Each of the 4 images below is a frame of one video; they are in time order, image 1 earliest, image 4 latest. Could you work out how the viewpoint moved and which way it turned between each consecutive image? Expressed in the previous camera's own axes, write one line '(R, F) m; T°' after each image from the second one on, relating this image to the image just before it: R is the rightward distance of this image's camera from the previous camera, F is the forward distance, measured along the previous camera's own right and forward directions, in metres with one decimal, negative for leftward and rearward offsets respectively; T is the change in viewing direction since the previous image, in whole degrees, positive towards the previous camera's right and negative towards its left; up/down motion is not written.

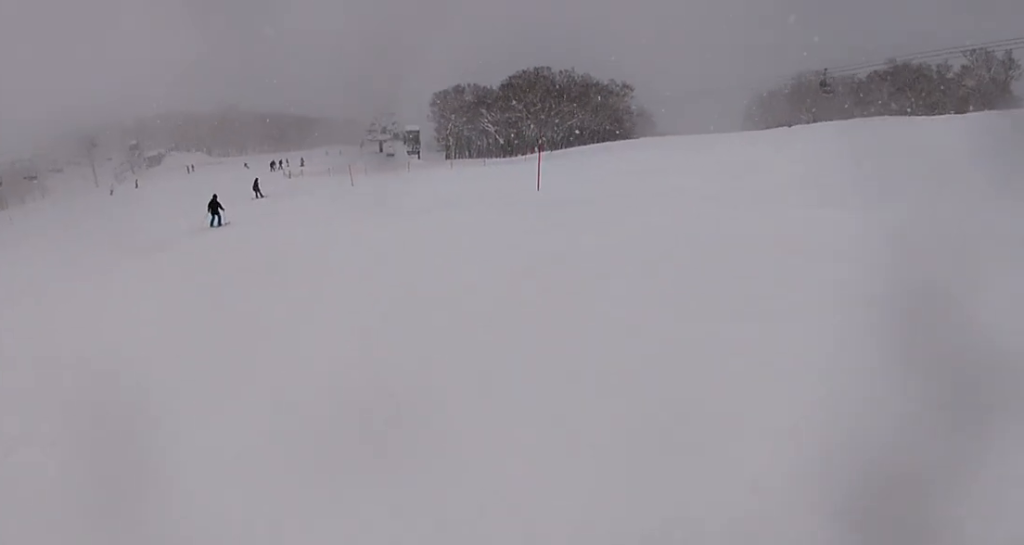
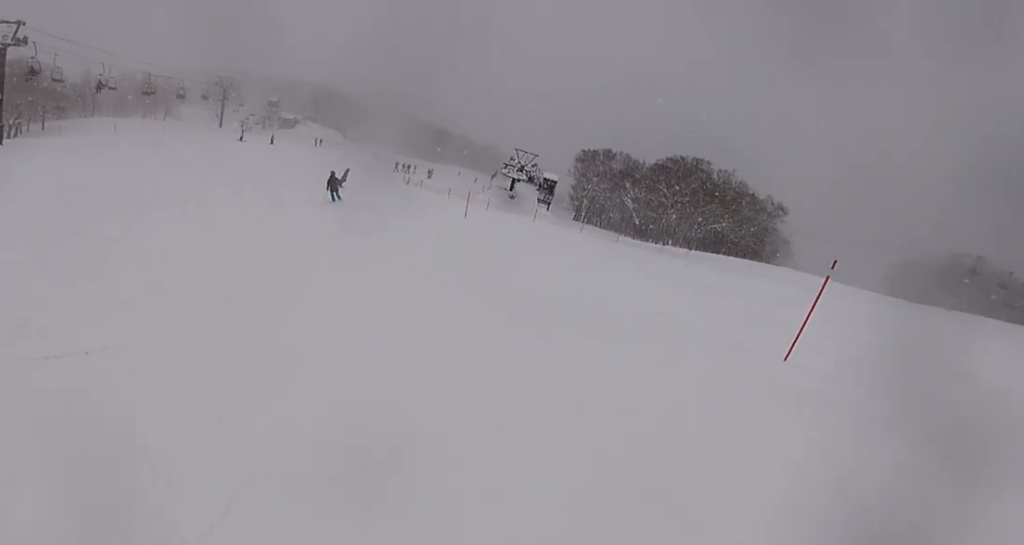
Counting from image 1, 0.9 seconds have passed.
(-0.4, +8.0) m; -10°
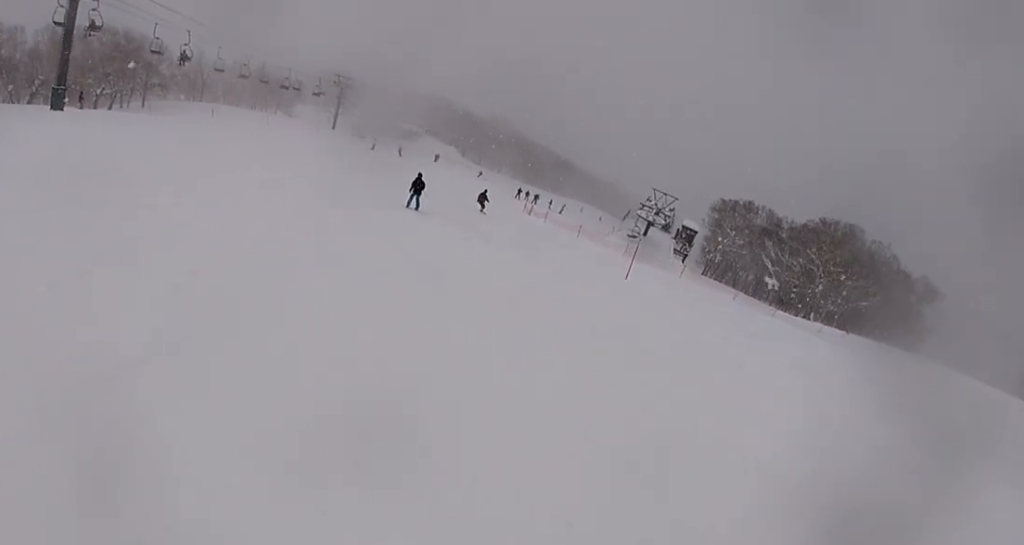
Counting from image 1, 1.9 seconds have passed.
(-1.2, +9.7) m; -16°
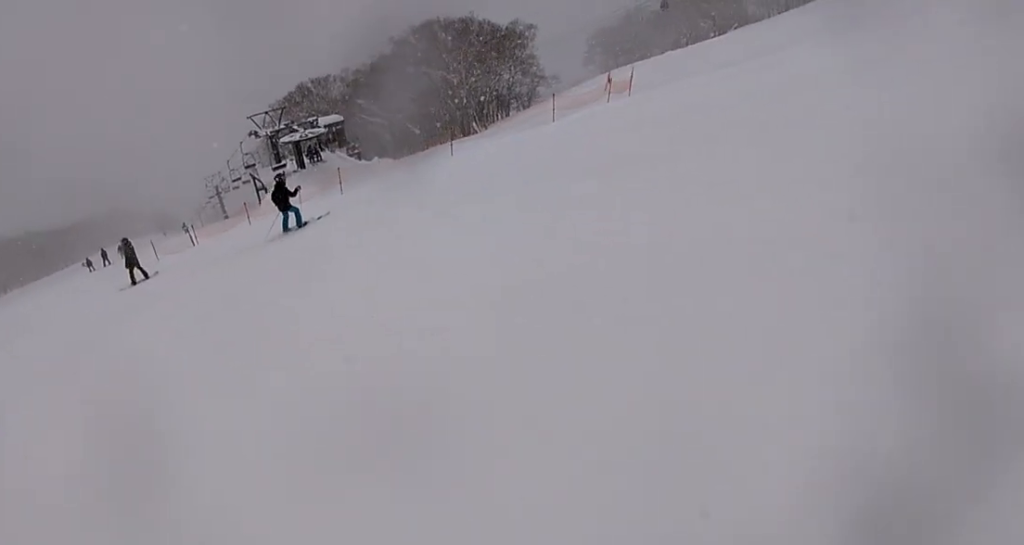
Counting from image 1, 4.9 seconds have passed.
(+5.1, +26.0) m; +45°
